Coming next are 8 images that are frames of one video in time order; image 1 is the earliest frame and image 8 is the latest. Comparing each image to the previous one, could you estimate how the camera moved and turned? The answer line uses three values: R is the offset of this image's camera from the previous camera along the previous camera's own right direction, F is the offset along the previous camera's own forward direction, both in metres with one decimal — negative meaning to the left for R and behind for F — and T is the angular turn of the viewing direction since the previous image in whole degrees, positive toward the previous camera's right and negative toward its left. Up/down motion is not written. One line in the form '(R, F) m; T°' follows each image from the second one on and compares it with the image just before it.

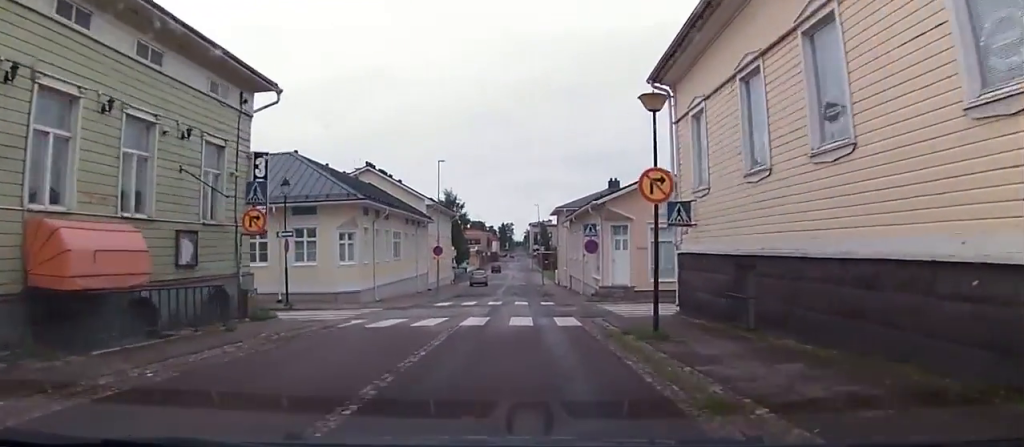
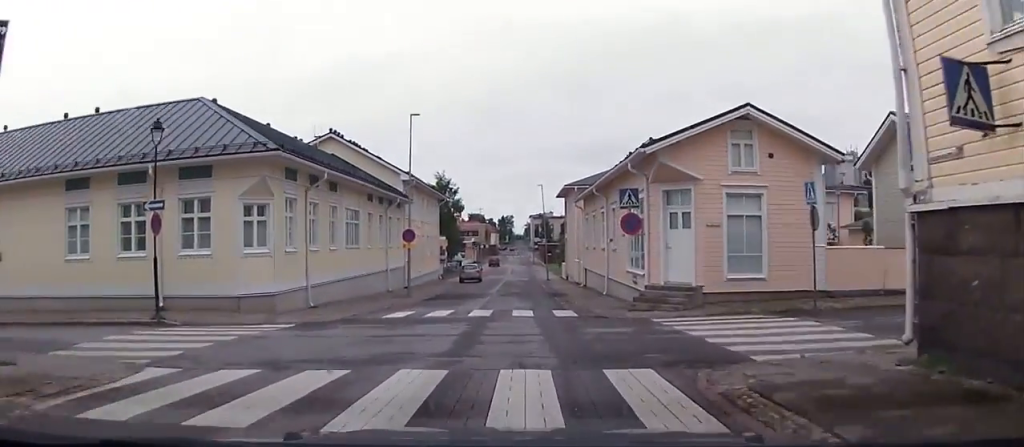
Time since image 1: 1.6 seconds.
(+0.1, +11.7) m; -1°
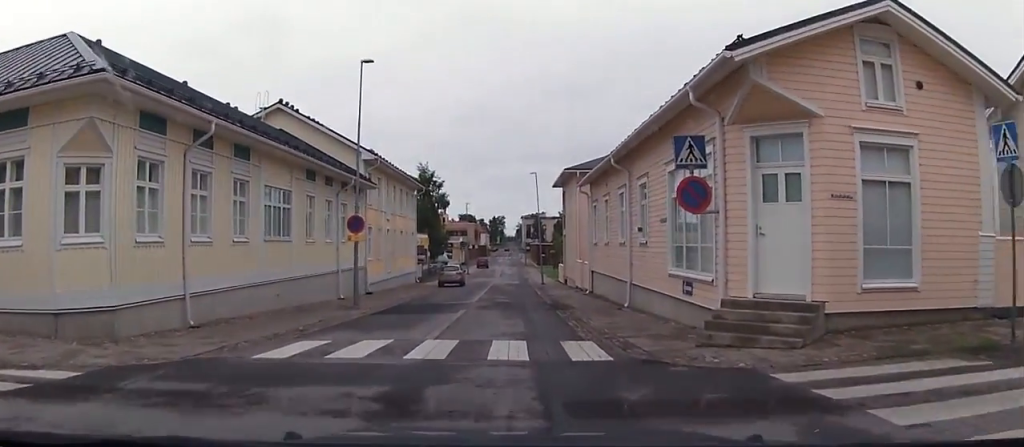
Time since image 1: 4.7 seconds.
(-0.1, +16.1) m; +2°
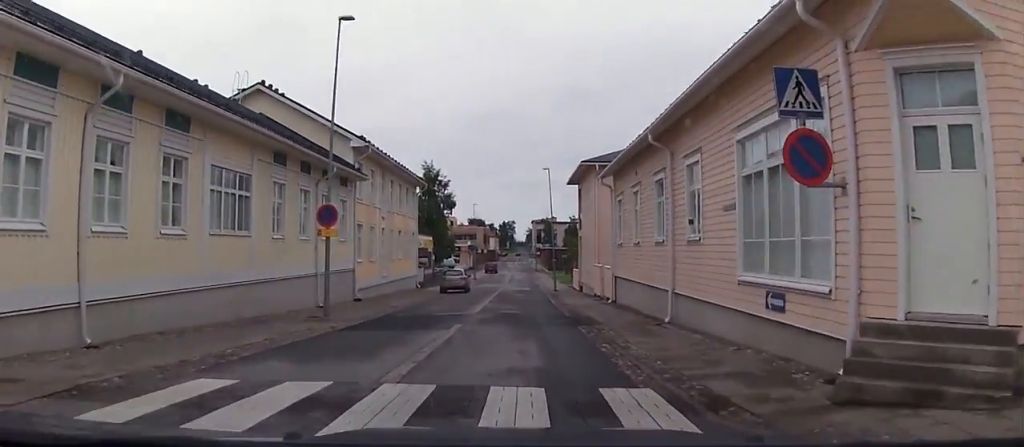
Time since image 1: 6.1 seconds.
(+0.1, +6.2) m; +1°
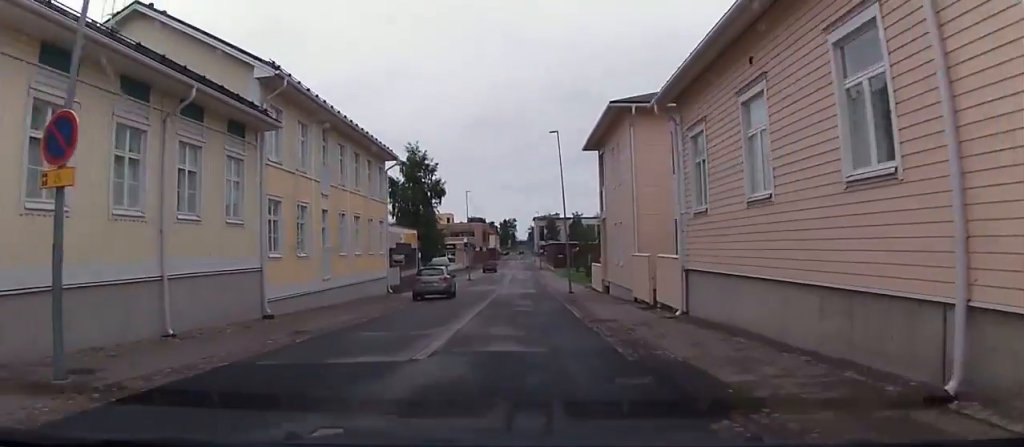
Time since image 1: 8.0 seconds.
(0.0, +9.1) m; -1°
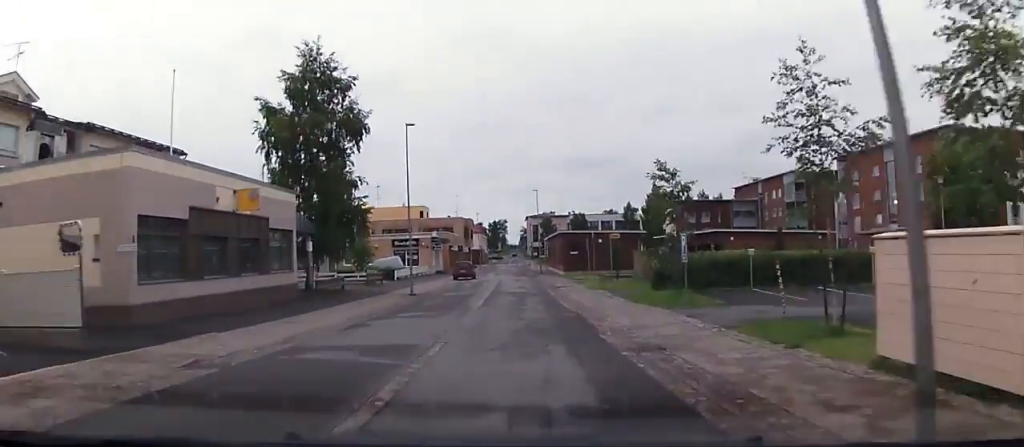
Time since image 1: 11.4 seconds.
(-0.8, +23.2) m; -2°
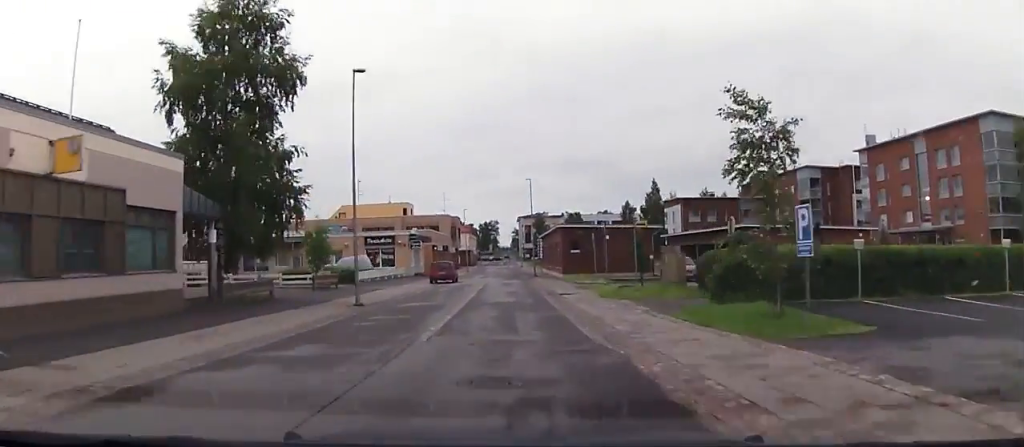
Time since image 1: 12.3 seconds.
(+0.1, +8.2) m; 0°
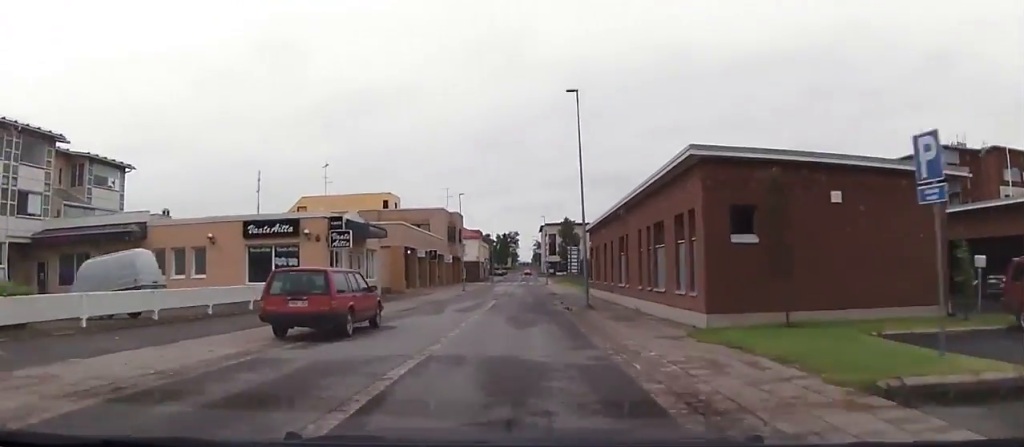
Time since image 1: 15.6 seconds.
(+0.2, +31.2) m; -1°
